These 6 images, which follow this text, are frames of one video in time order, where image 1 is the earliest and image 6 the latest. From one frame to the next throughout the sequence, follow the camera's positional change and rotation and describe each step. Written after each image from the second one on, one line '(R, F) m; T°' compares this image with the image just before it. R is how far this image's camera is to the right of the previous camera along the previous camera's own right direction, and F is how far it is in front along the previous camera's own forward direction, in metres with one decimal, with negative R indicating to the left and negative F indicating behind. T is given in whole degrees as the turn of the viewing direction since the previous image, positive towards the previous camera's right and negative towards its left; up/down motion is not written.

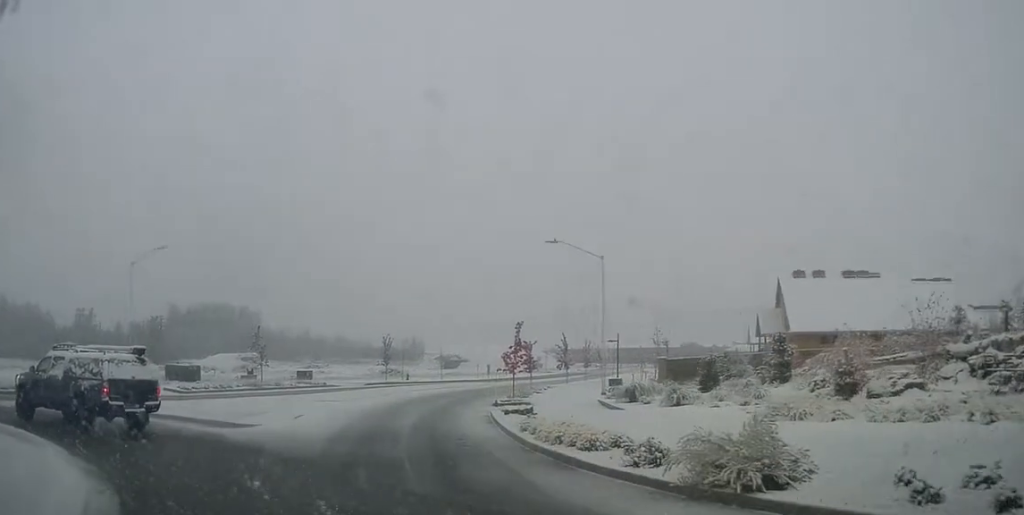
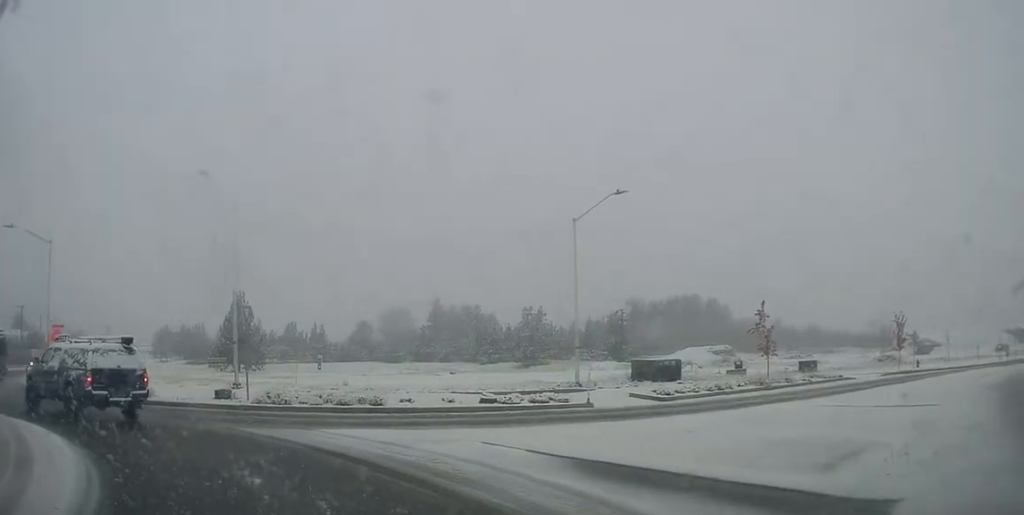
(-3.6, +10.5) m; -32°
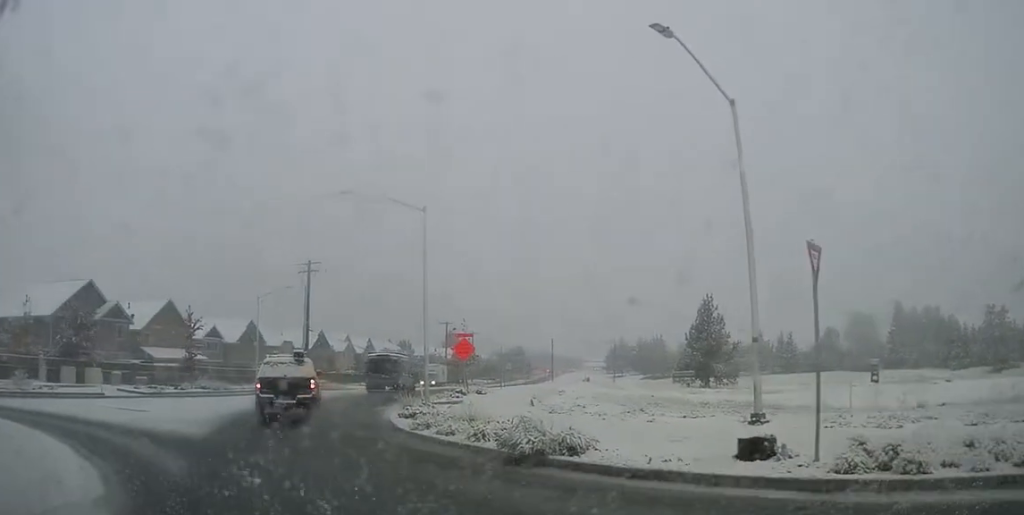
(-2.9, +11.3) m; -32°
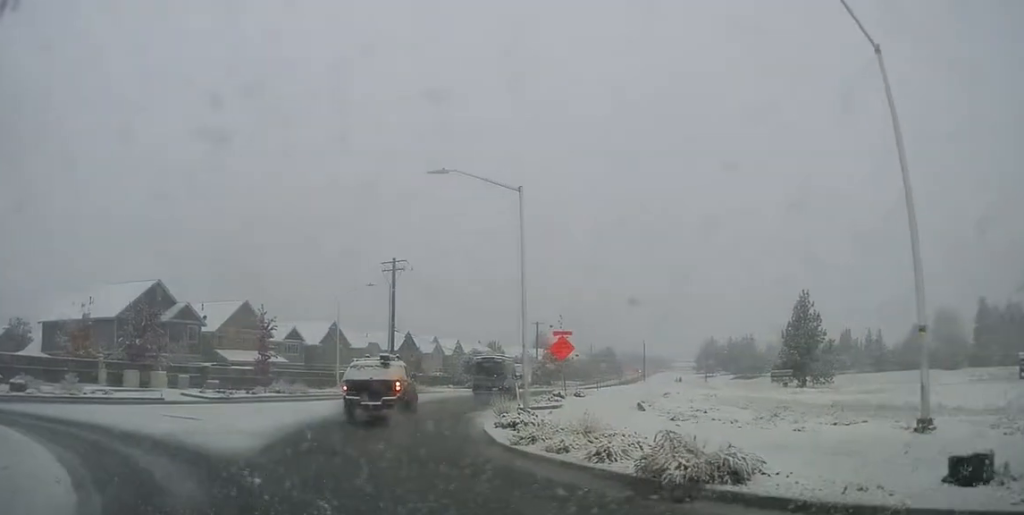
(-0.1, +2.7) m; -9°
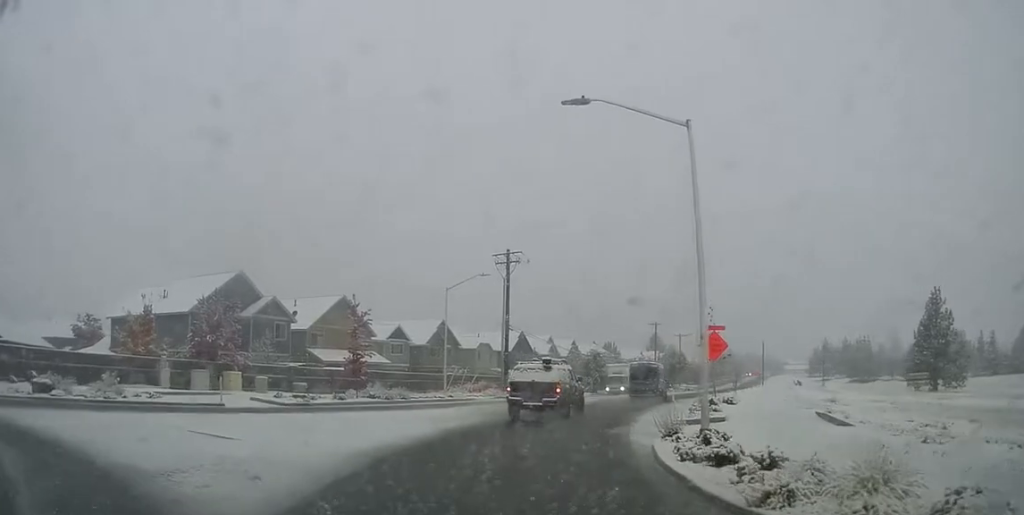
(-0.9, +5.1) m; -10°
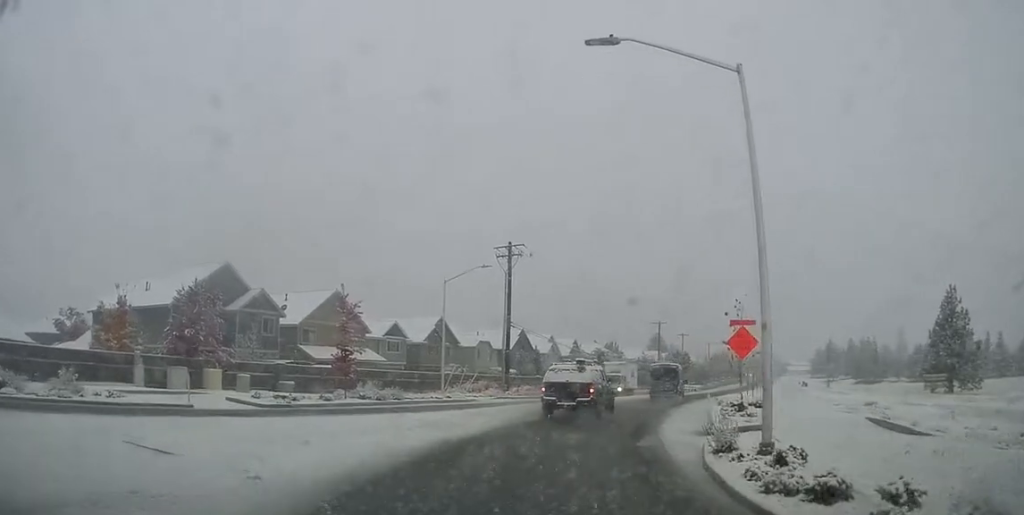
(-0.1, +2.7) m; -2°
